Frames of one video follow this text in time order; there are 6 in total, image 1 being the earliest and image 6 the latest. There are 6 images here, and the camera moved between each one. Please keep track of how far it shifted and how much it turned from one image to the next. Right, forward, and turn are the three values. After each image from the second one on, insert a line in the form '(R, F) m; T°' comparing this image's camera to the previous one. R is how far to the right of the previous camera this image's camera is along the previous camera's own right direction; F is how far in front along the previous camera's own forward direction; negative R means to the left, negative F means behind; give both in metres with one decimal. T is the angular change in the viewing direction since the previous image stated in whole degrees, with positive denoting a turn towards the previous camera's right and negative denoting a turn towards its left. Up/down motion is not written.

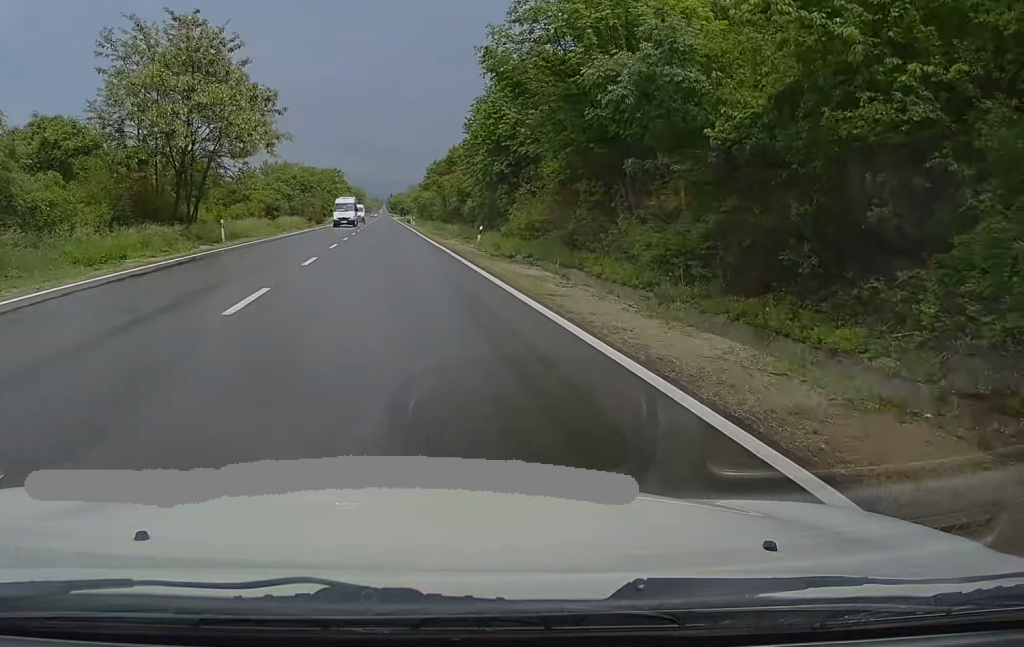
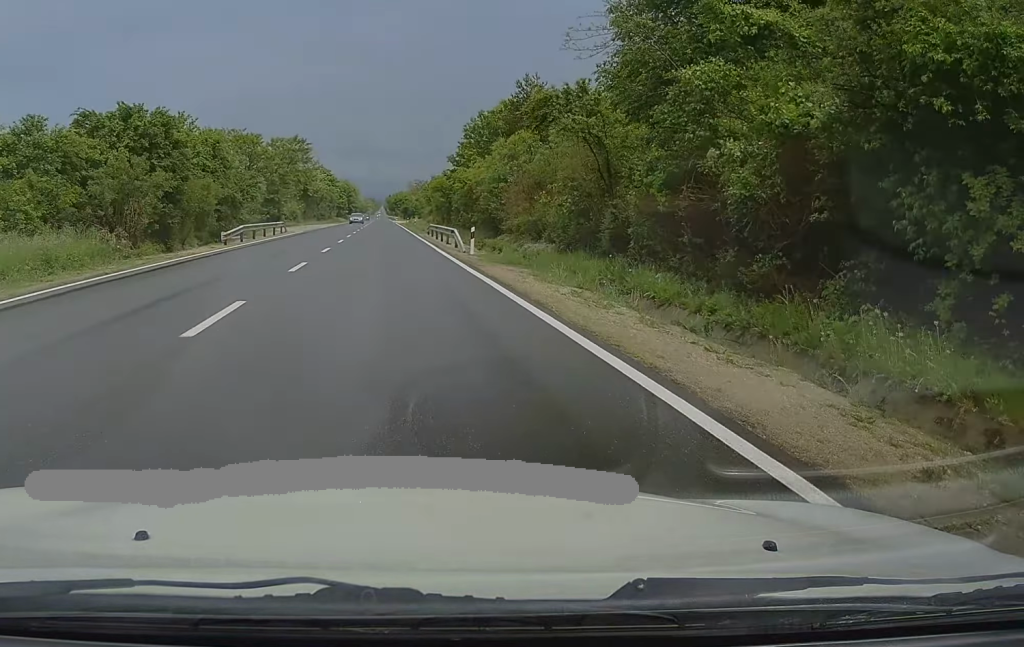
(+0.2, +63.6) m; +1°
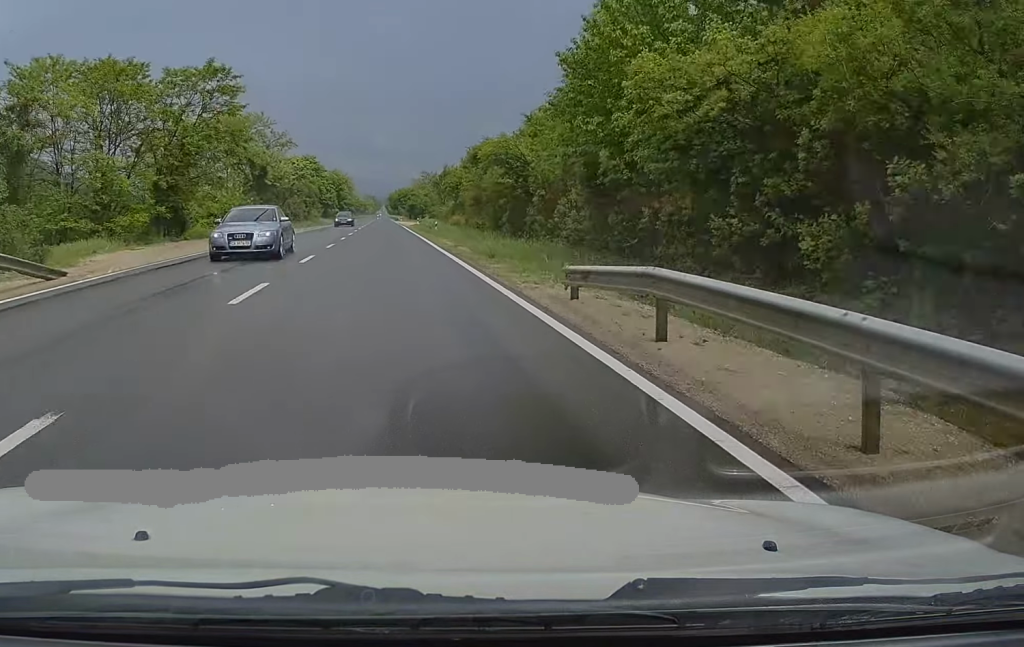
(-0.1, +41.8) m; 0°
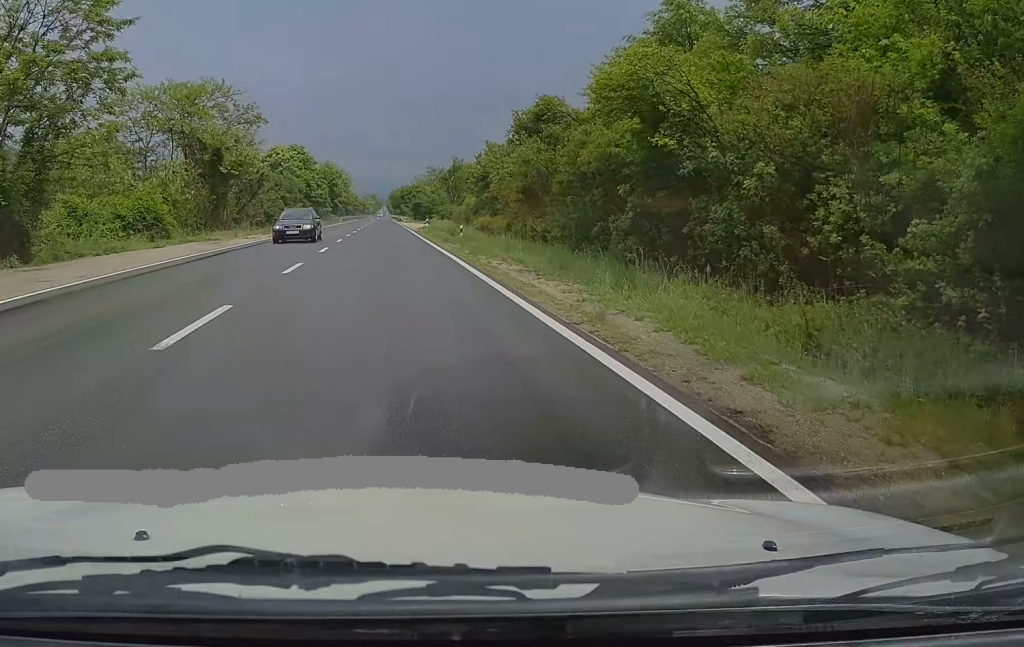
(0.0, +21.0) m; 0°
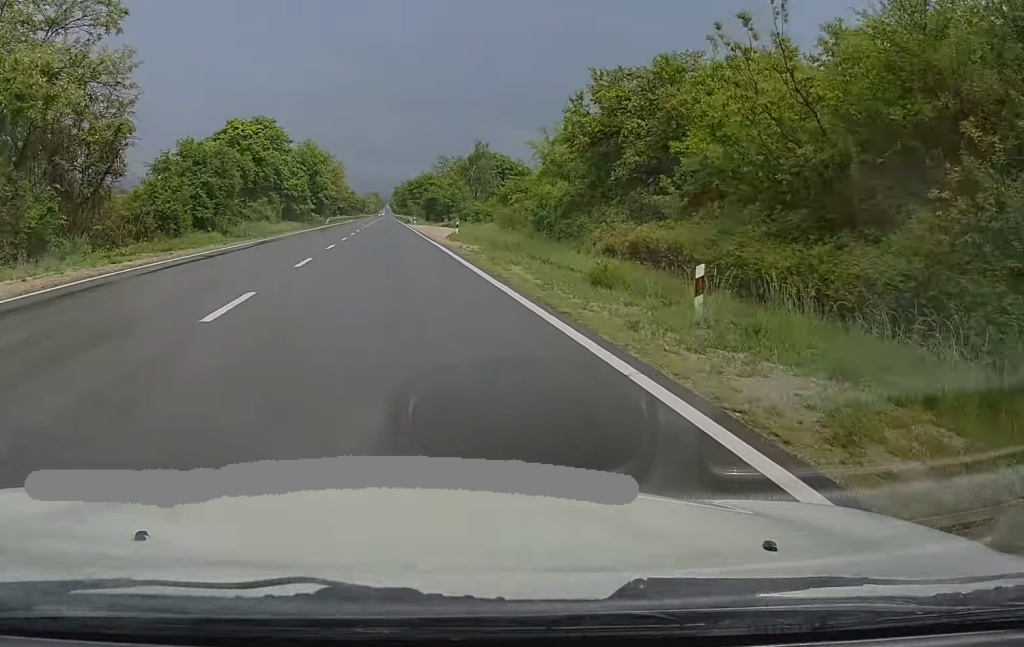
(-0.1, +34.2) m; 0°
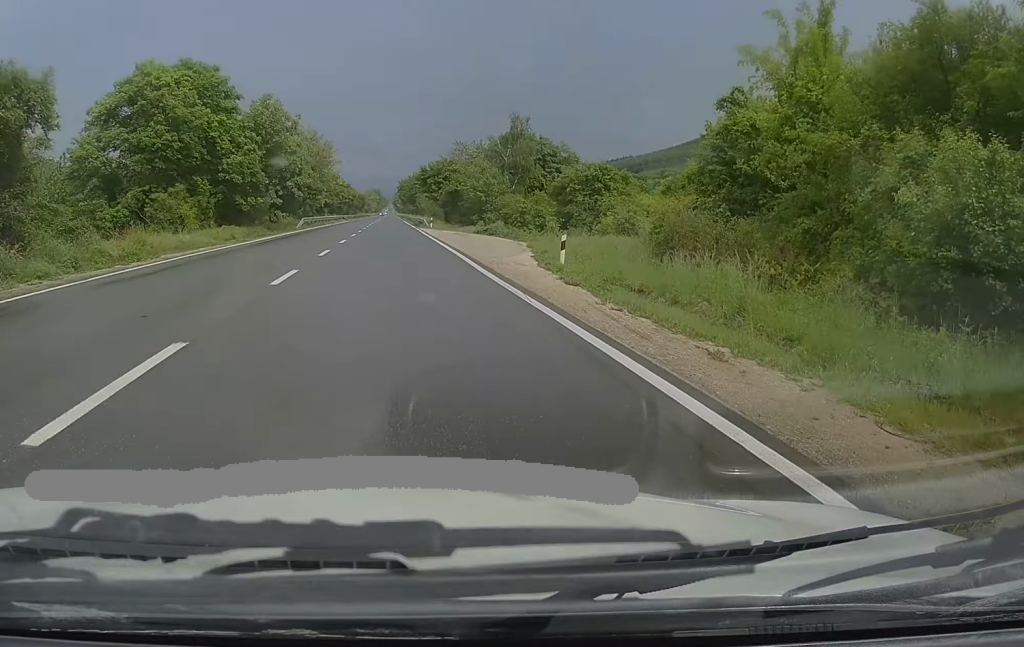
(0.0, +31.7) m; -1°
